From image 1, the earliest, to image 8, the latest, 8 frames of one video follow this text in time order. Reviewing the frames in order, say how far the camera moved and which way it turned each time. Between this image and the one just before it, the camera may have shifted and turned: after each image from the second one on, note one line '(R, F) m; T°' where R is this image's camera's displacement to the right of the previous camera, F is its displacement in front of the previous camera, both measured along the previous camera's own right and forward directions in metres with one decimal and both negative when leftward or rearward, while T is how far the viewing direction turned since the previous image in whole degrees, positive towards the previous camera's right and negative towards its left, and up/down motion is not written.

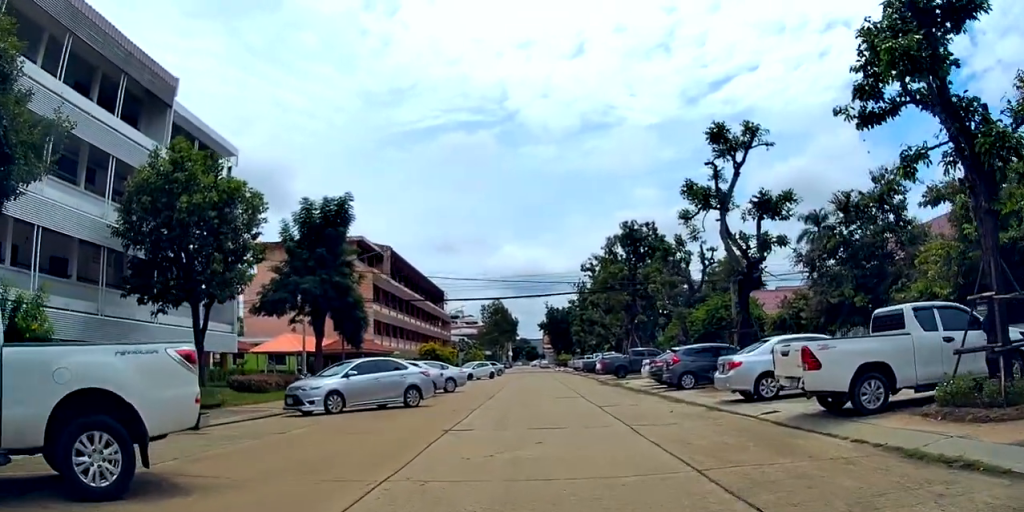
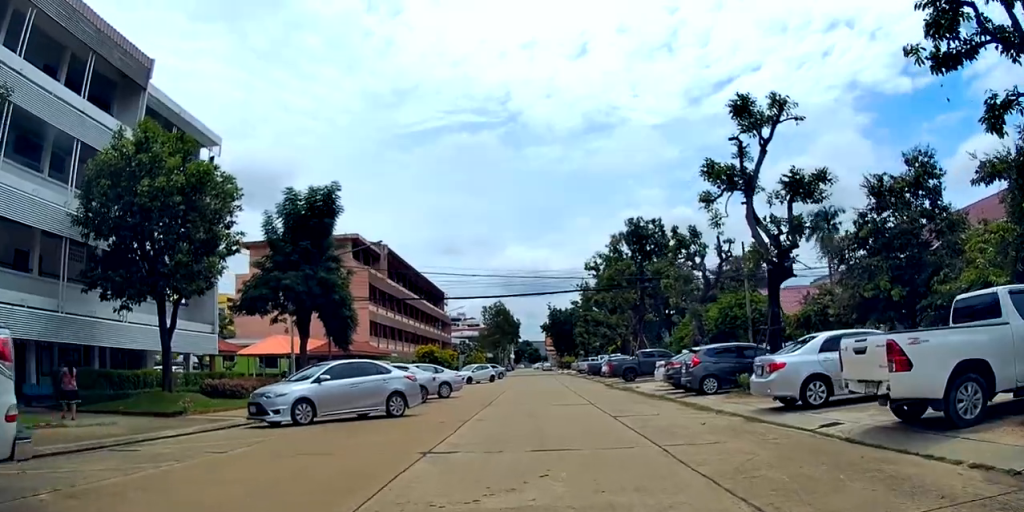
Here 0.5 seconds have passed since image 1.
(-0.1, +2.5) m; -1°
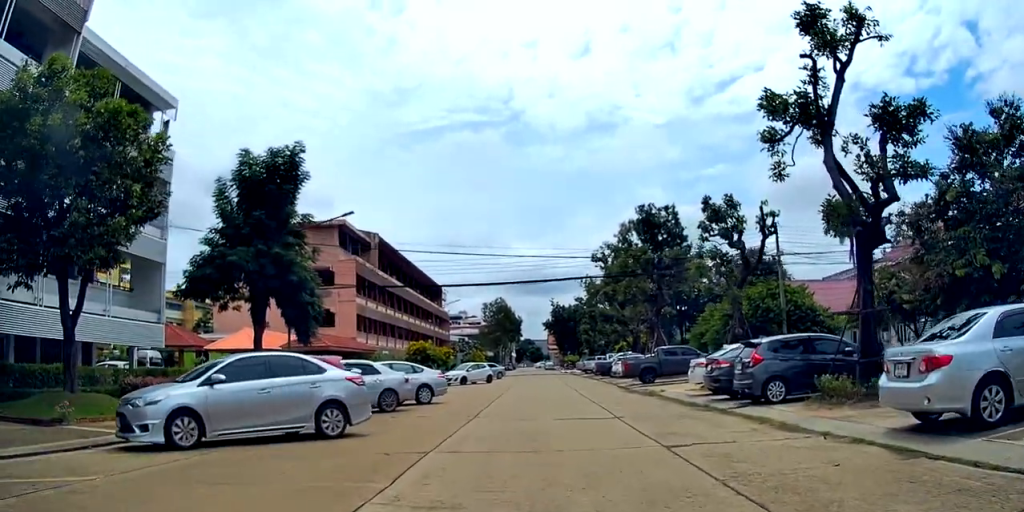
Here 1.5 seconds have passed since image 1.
(-0.1, +4.9) m; 0°
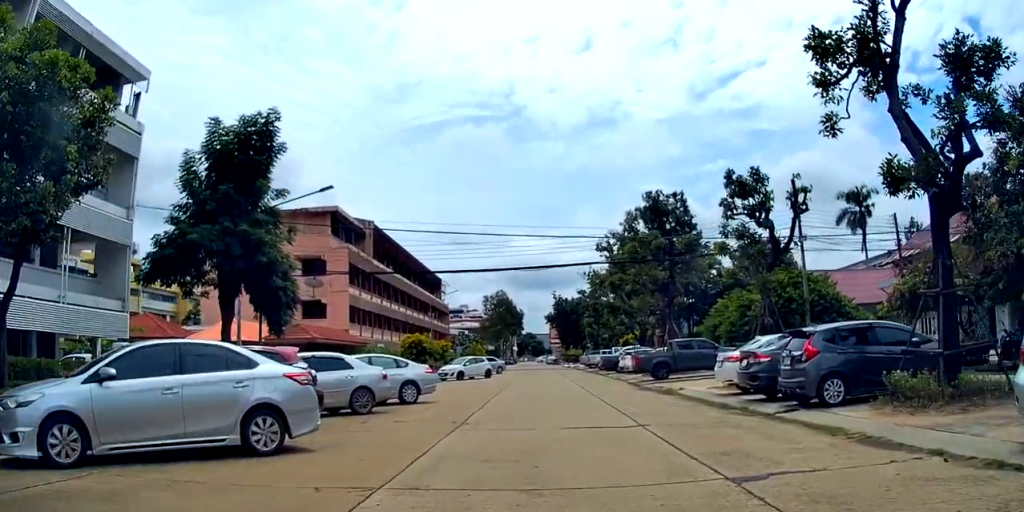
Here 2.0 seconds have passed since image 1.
(0.0, +2.5) m; +1°
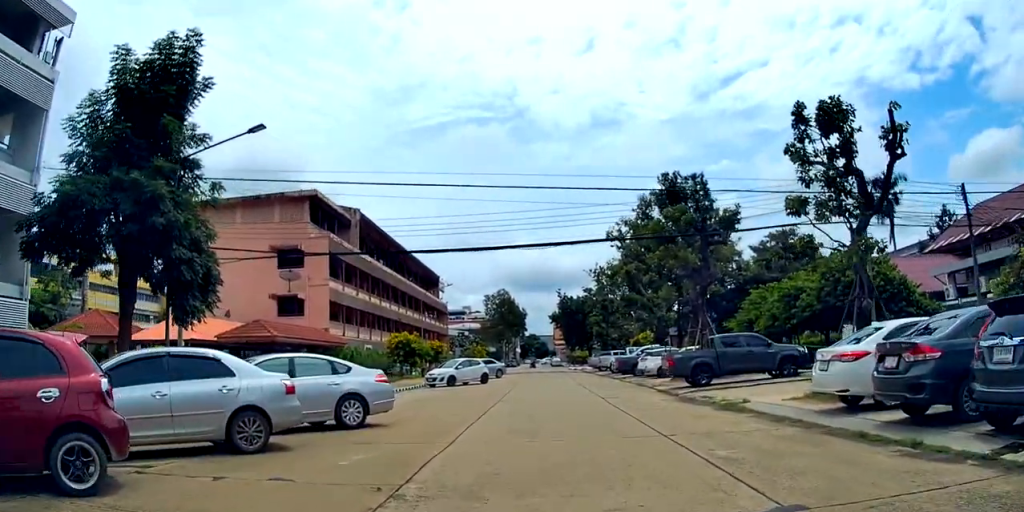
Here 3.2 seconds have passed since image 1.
(0.0, +6.1) m; 0°
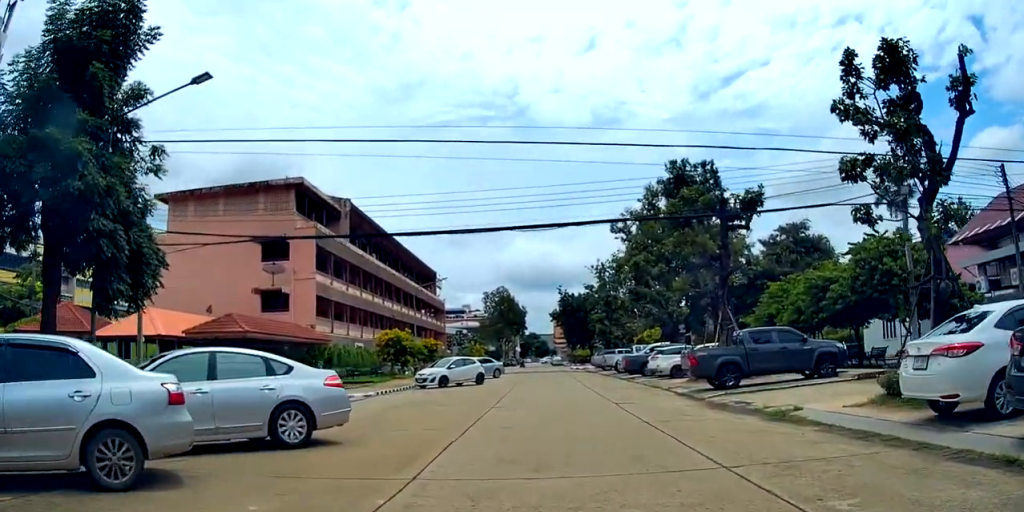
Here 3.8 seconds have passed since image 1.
(0.0, +3.1) m; 0°
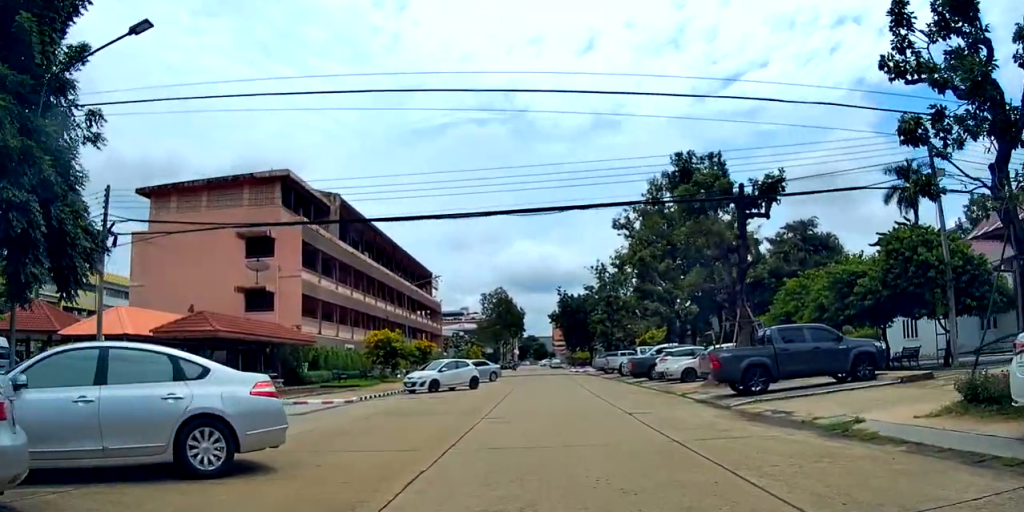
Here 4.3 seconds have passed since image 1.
(0.0, +2.4) m; 0°
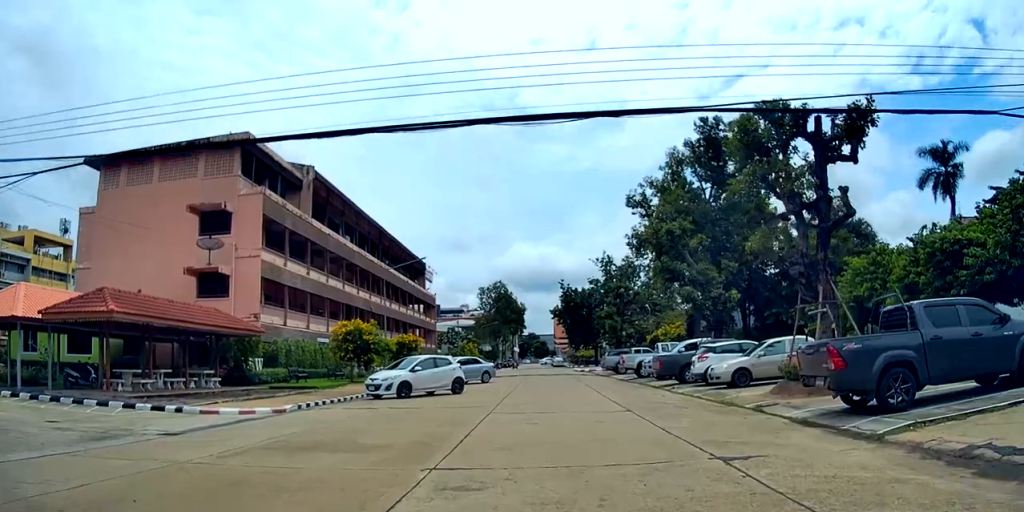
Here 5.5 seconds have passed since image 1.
(0.0, +6.3) m; -1°
